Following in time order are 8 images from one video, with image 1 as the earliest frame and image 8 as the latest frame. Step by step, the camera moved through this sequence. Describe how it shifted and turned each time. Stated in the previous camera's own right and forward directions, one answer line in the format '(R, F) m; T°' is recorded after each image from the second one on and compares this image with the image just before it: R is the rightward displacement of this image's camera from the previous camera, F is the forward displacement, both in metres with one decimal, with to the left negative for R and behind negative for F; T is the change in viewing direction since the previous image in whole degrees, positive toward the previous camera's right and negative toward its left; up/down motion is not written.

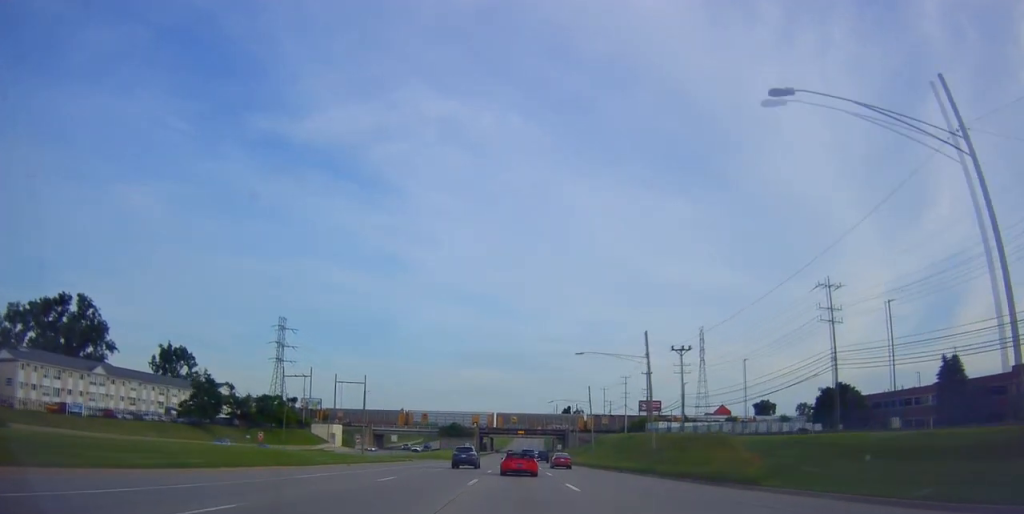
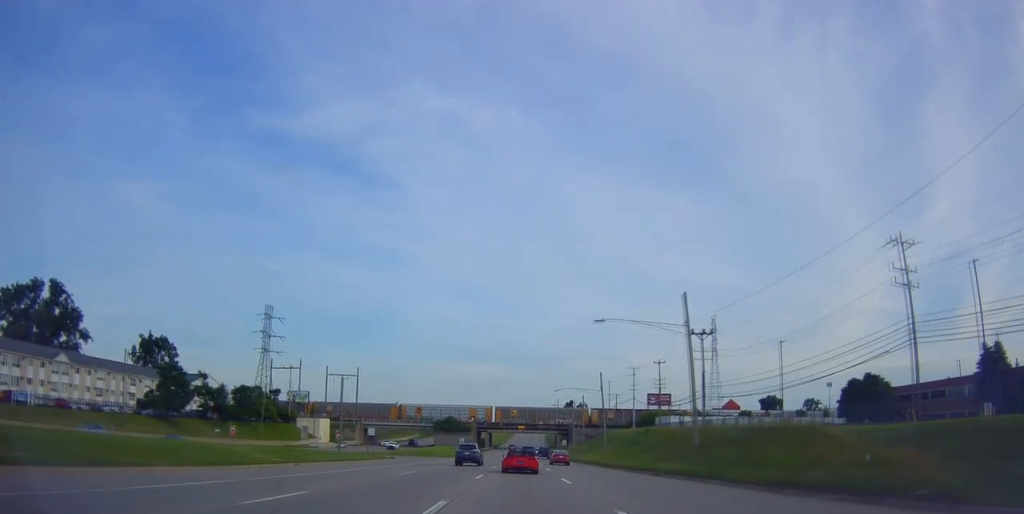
(-0.2, +11.5) m; -2°
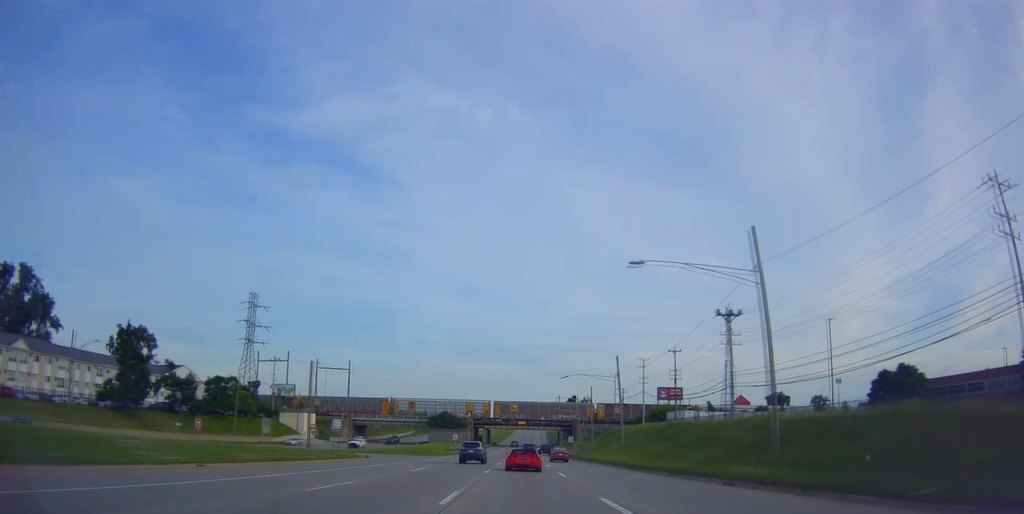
(-0.2, +11.9) m; -1°
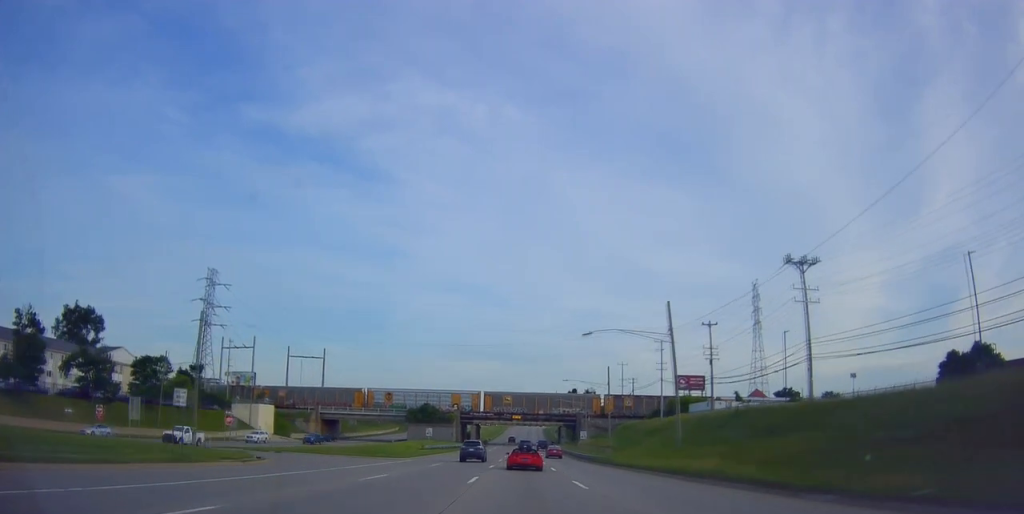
(-0.3, +23.5) m; +1°
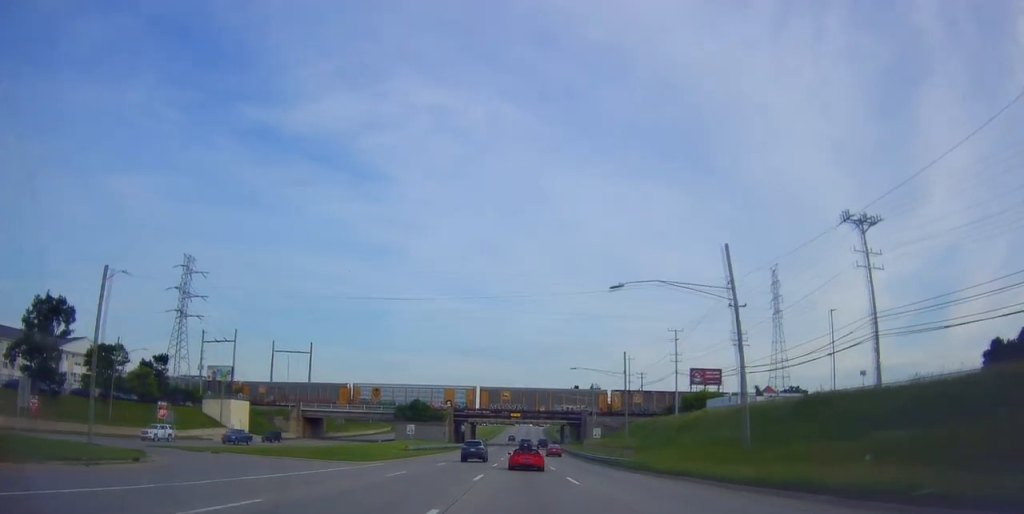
(+0.2, +12.1) m; +1°
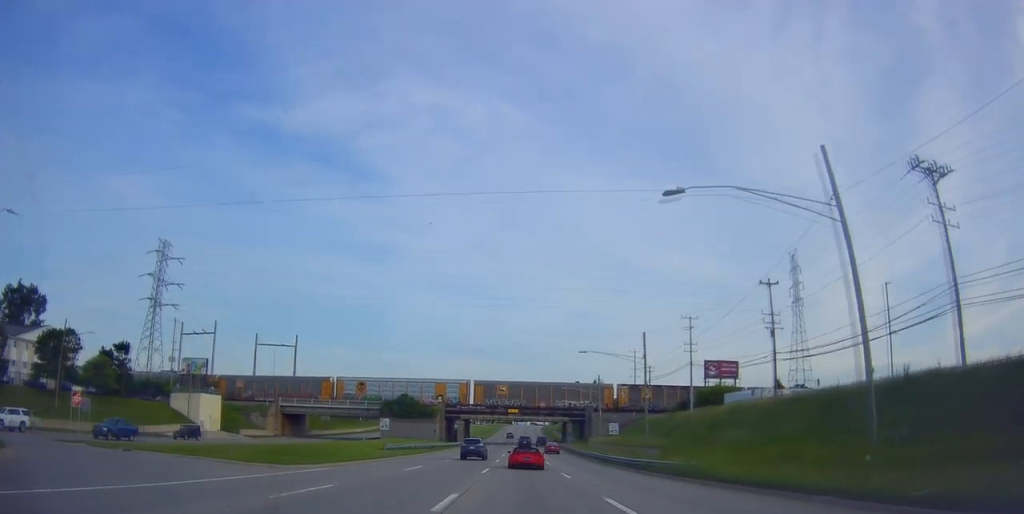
(+0.4, +11.0) m; +1°
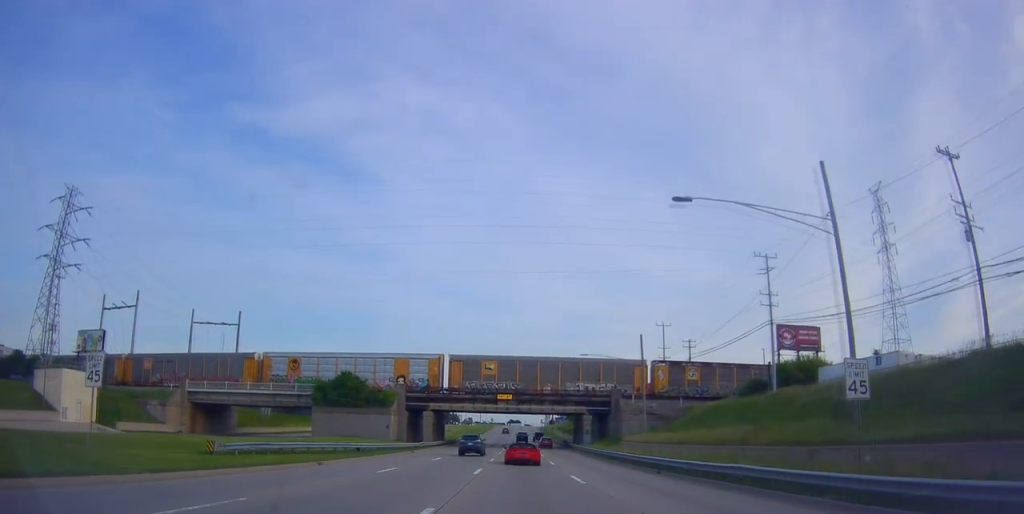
(0.0, +35.2) m; -1°
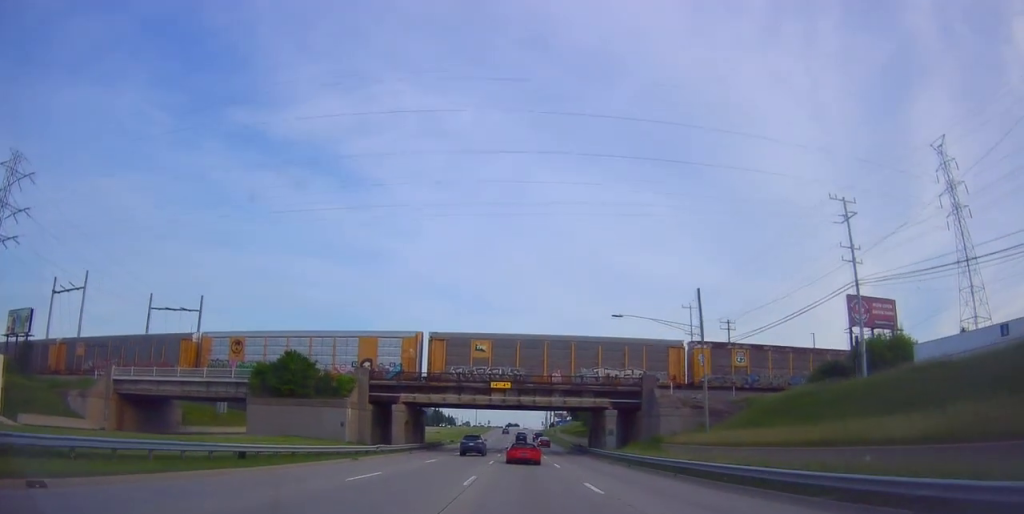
(-0.4, +19.4) m; -1°
